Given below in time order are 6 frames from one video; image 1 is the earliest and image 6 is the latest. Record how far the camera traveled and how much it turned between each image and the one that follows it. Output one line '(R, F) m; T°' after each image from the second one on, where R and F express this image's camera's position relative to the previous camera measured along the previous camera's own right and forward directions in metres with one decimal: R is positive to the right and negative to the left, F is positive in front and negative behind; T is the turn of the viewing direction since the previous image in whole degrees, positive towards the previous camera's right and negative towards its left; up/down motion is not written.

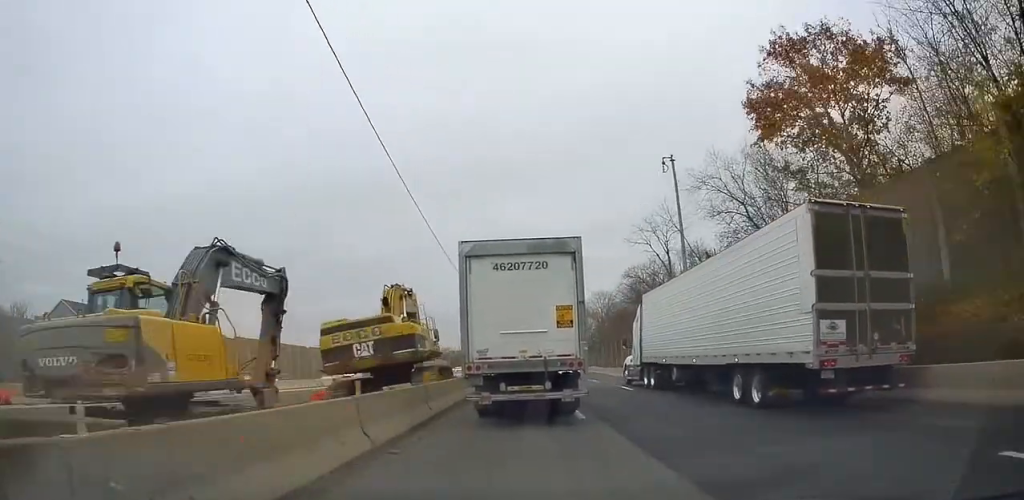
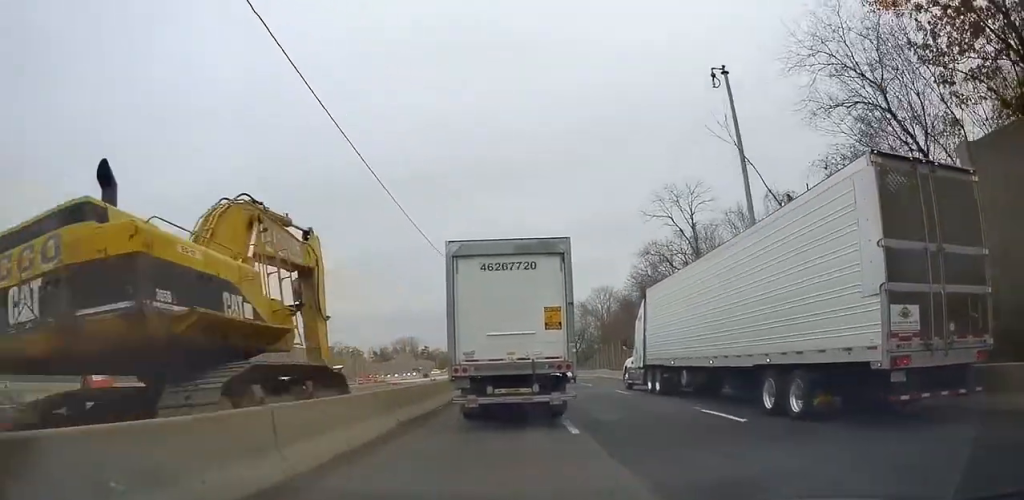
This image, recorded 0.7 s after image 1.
(-0.1, +15.0) m; 0°
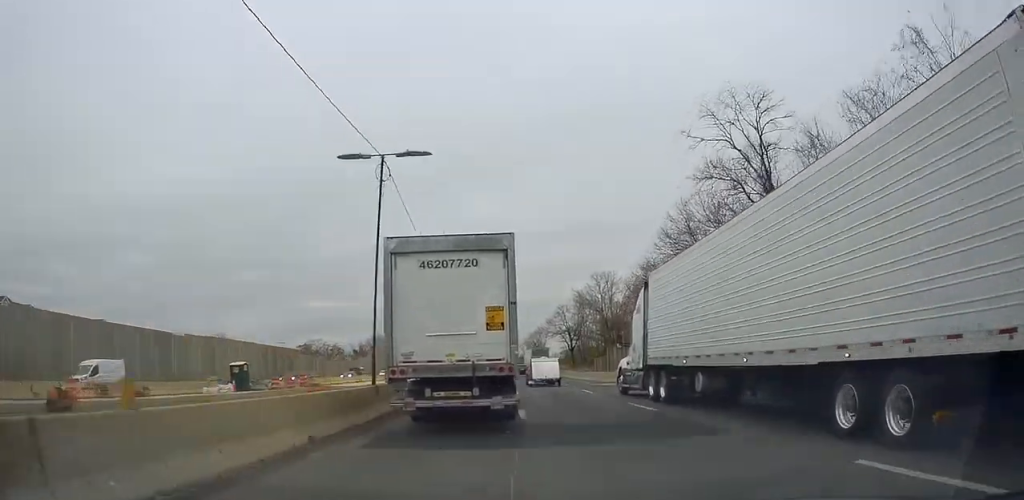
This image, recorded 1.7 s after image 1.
(+0.4, +21.8) m; 0°
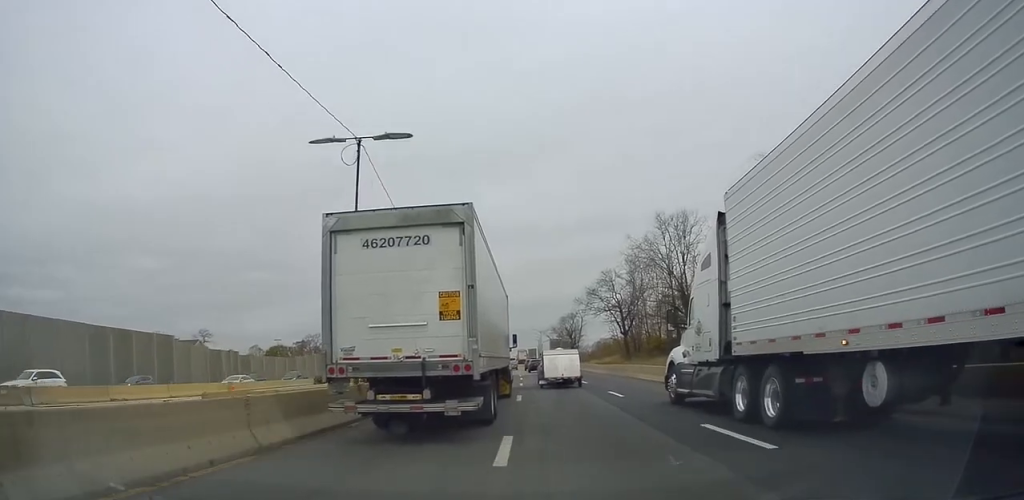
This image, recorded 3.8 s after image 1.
(-0.3, +45.1) m; 0°
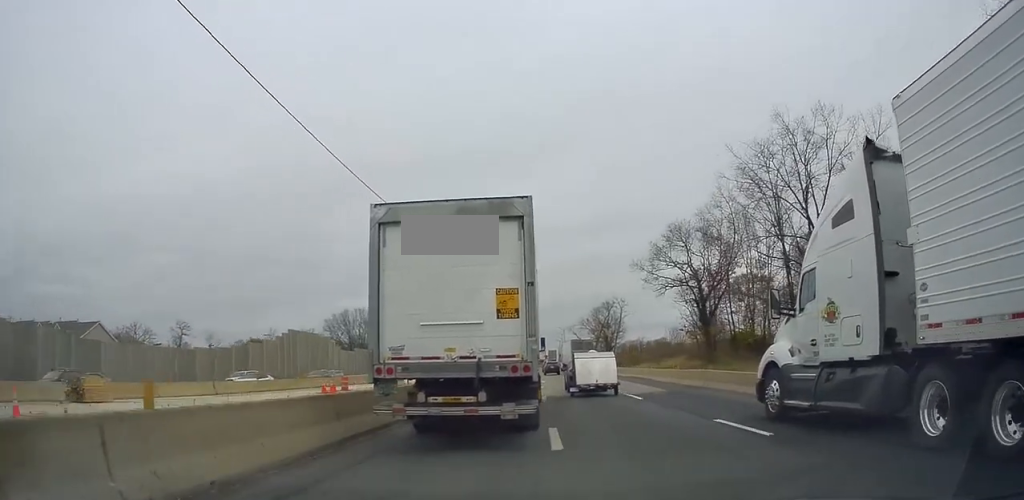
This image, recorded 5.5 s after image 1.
(+0.3, +37.5) m; -1°
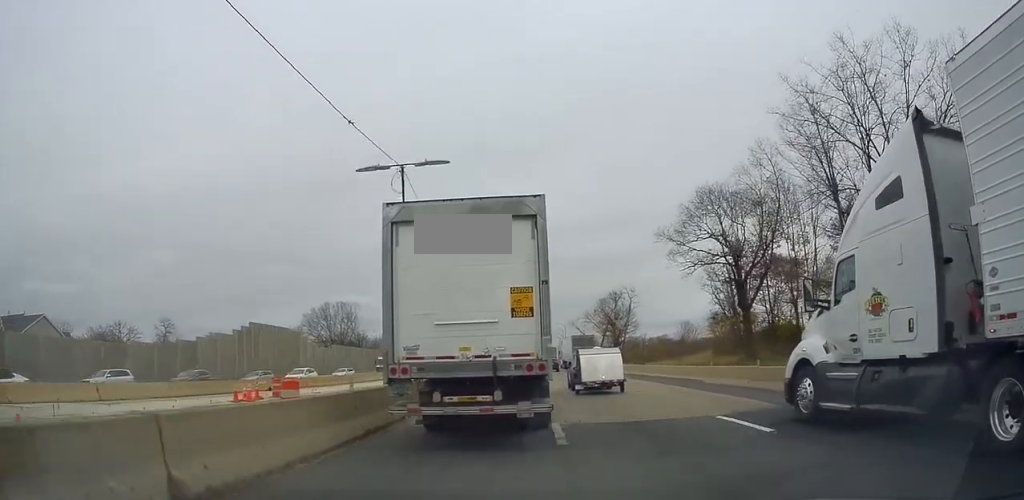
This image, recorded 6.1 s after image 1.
(-0.3, +12.5) m; -1°
